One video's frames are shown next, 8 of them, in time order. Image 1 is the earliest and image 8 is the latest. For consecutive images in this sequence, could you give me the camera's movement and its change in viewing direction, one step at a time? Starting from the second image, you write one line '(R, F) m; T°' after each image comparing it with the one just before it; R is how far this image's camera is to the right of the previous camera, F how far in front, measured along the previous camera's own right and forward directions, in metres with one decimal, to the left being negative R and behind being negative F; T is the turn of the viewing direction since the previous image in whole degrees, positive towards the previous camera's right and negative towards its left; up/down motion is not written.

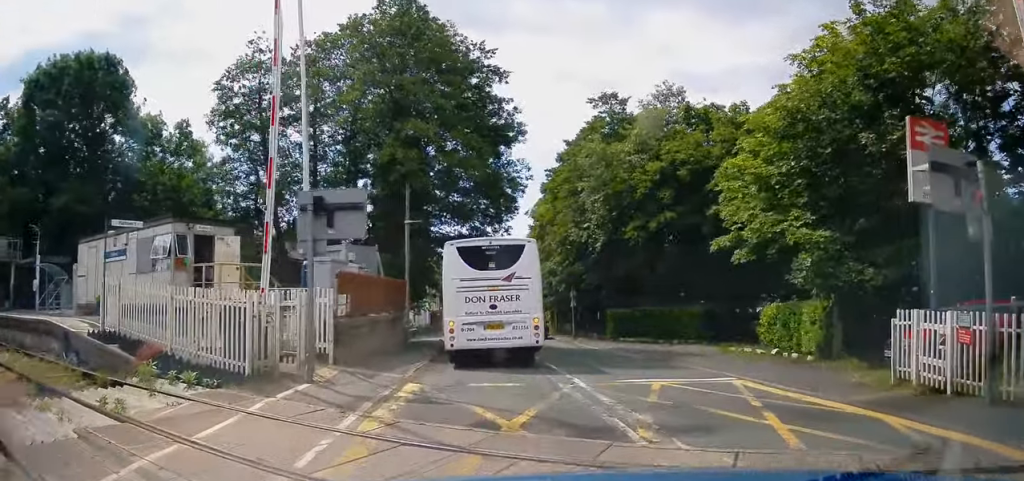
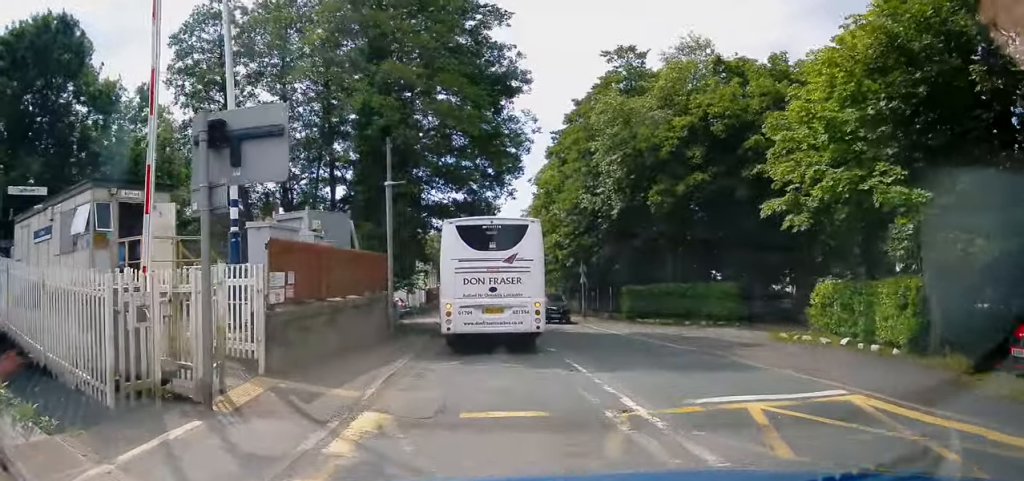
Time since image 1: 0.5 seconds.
(0.0, +4.2) m; -1°
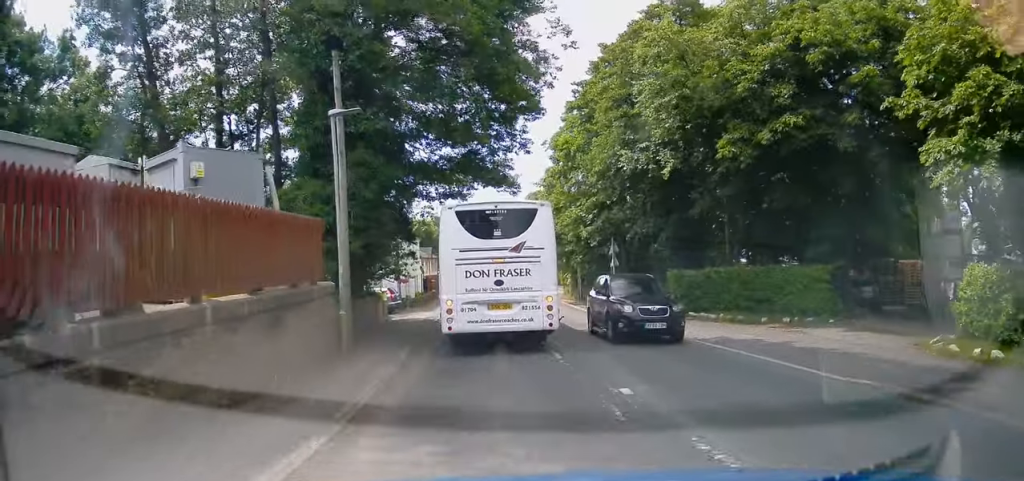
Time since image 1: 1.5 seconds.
(-0.3, +7.2) m; 0°
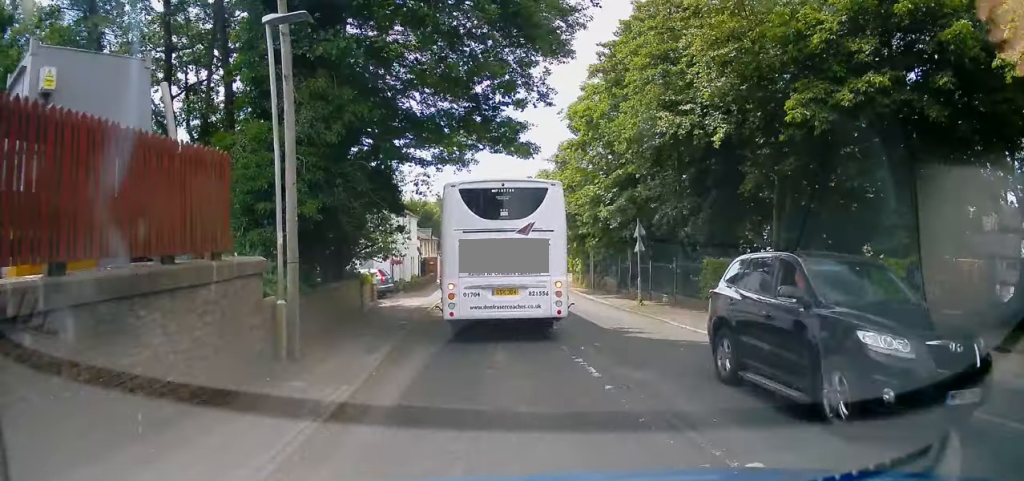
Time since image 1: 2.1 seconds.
(+0.2, +4.2) m; +3°
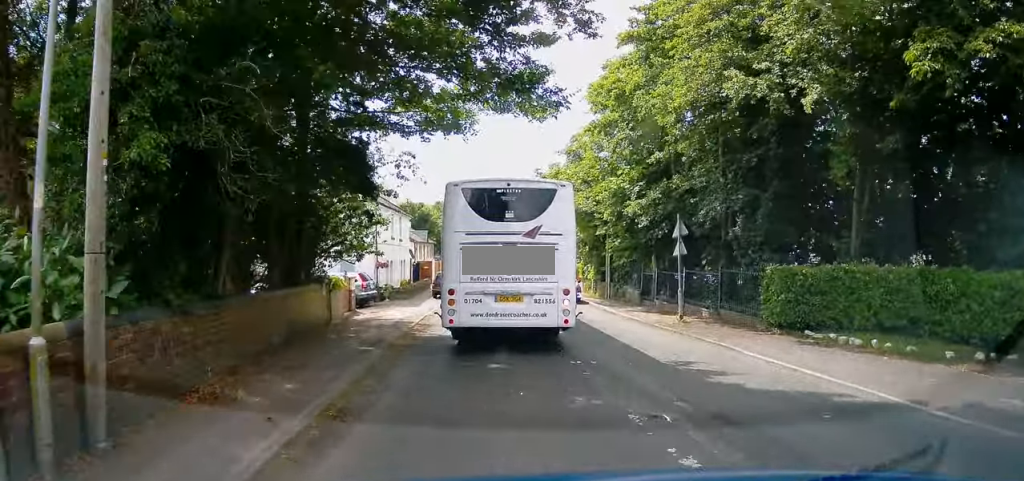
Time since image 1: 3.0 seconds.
(+0.1, +5.2) m; +1°
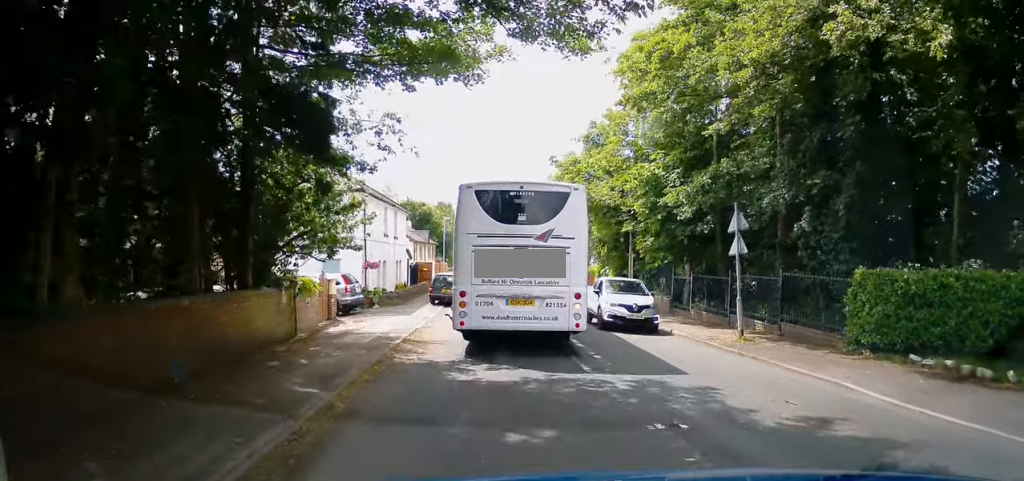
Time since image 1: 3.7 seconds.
(0.0, +4.3) m; 0°
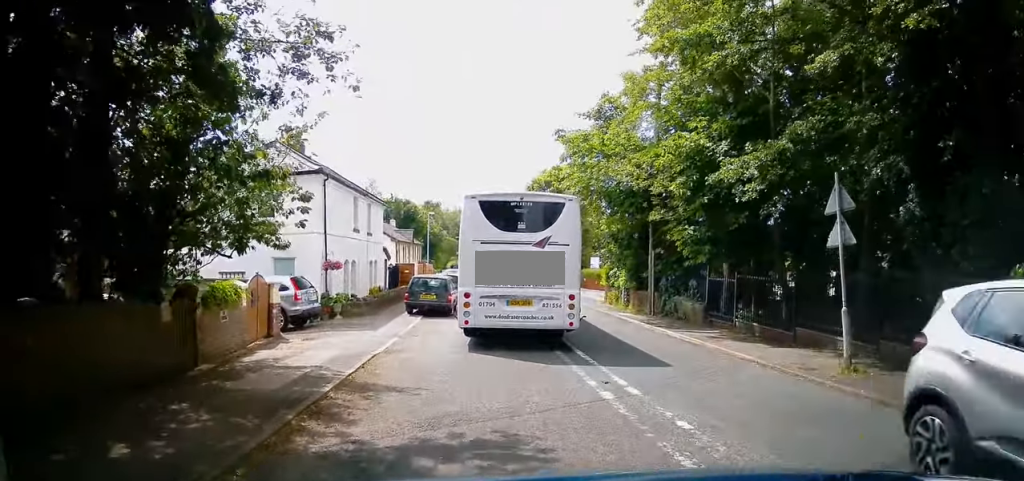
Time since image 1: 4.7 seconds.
(0.0, +5.3) m; -2°
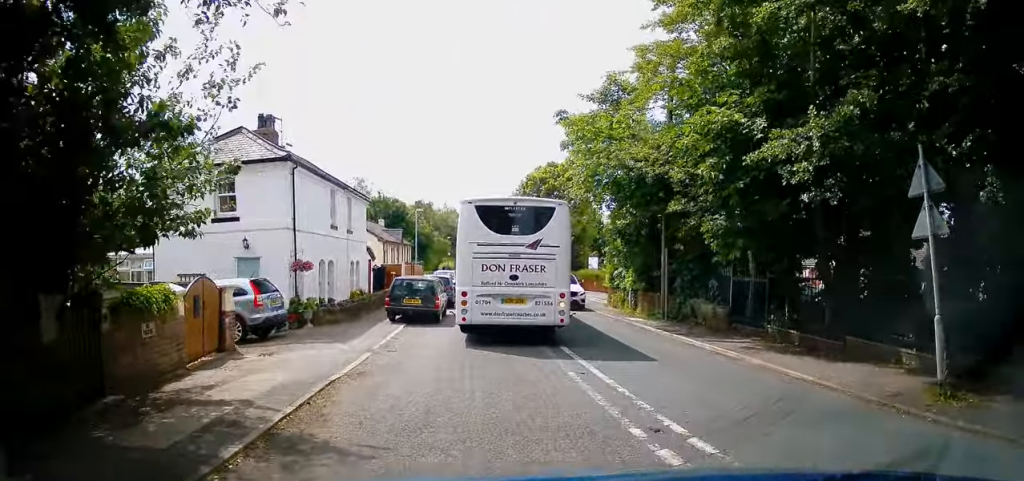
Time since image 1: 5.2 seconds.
(+0.1, +2.6) m; -3°
